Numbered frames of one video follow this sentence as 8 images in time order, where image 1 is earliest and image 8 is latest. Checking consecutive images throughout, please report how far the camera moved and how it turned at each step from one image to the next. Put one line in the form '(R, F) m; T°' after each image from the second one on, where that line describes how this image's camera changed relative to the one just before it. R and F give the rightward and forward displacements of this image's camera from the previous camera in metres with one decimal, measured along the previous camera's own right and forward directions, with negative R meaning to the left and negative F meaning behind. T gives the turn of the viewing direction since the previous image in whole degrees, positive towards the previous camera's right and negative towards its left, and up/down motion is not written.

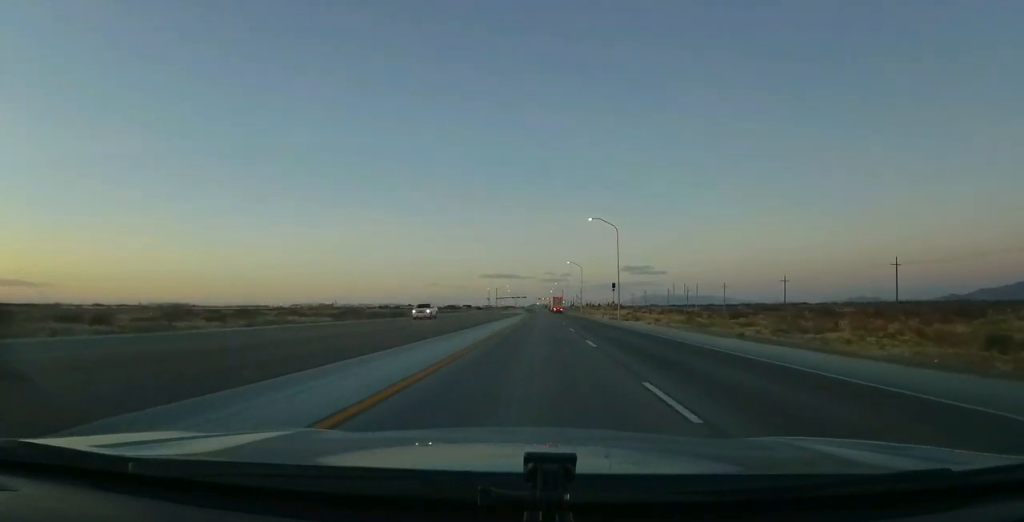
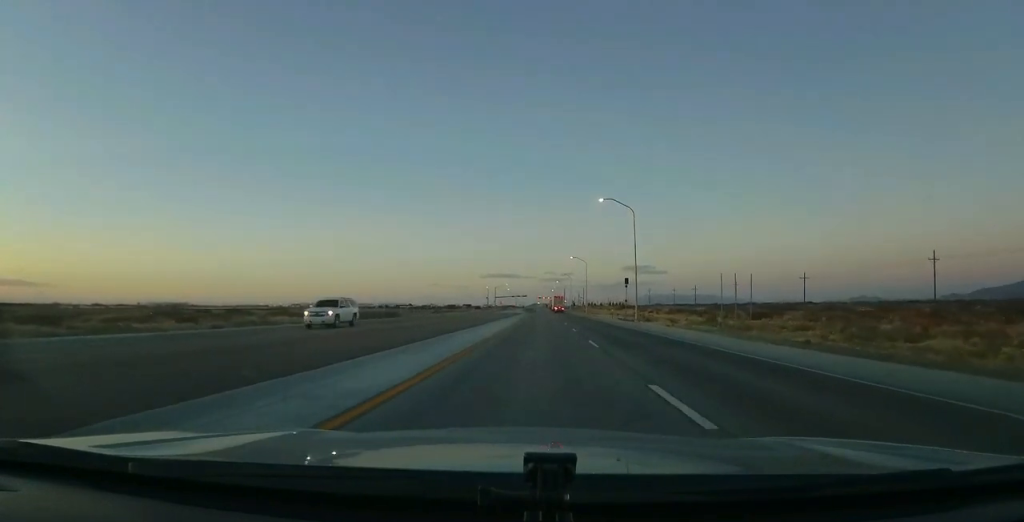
(+0.3, +12.3) m; 0°
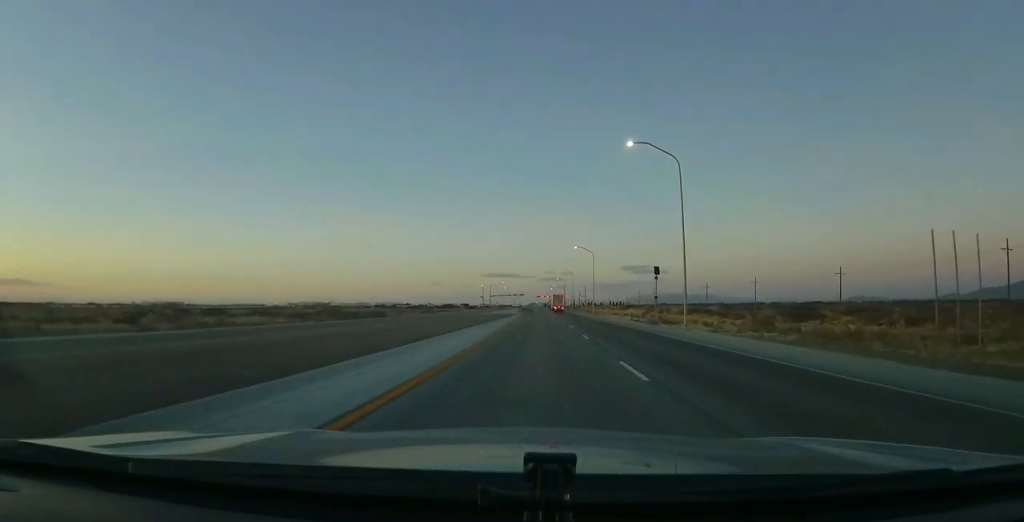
(-0.2, +20.2) m; -1°
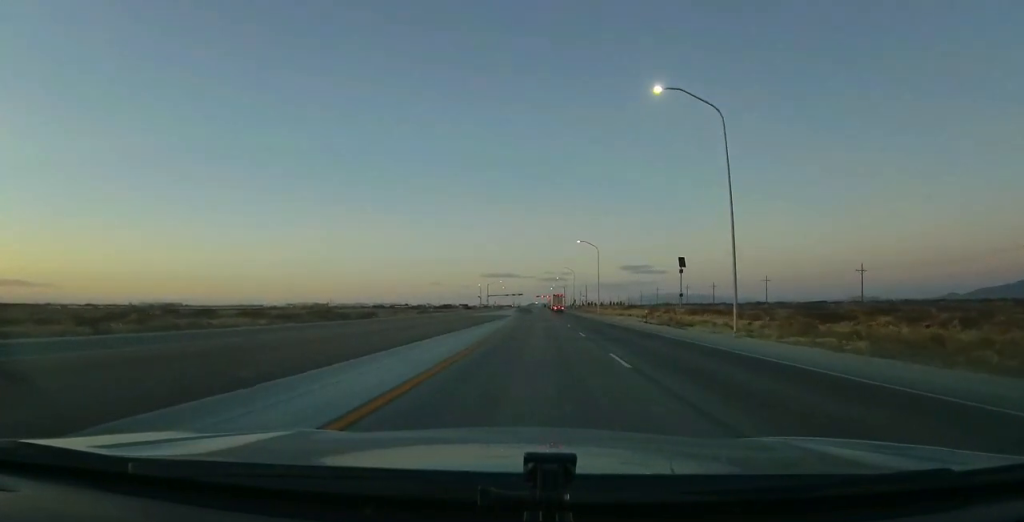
(-0.1, +10.1) m; 0°
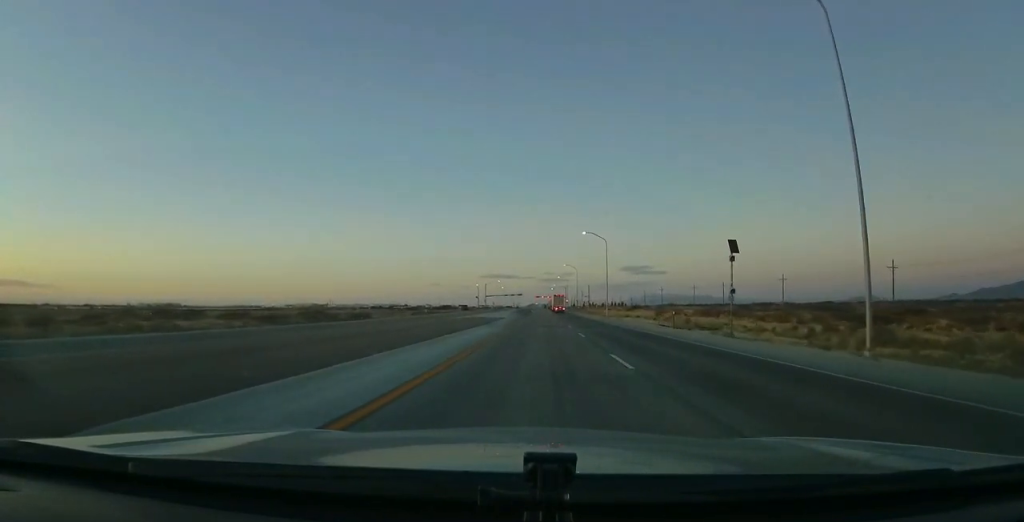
(0.0, +12.1) m; +1°
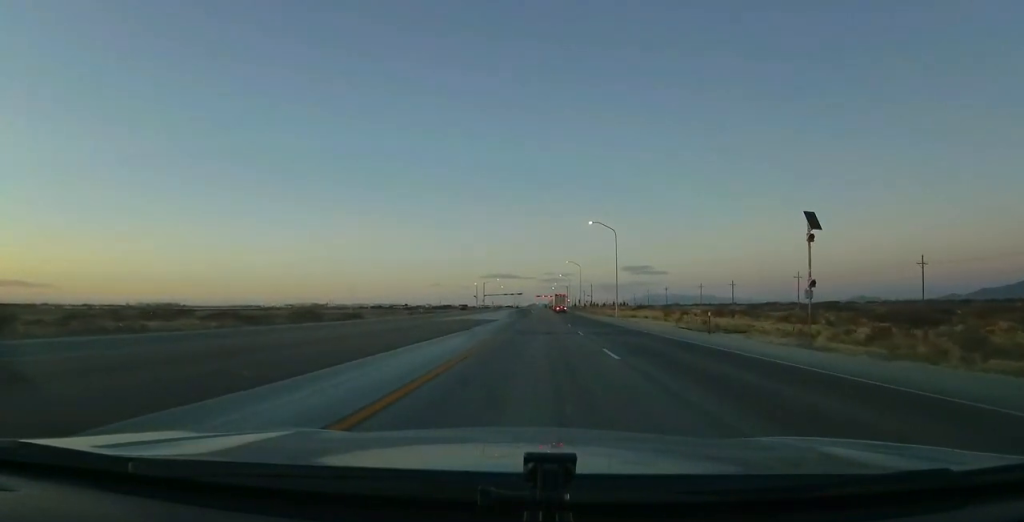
(0.0, +9.9) m; 0°
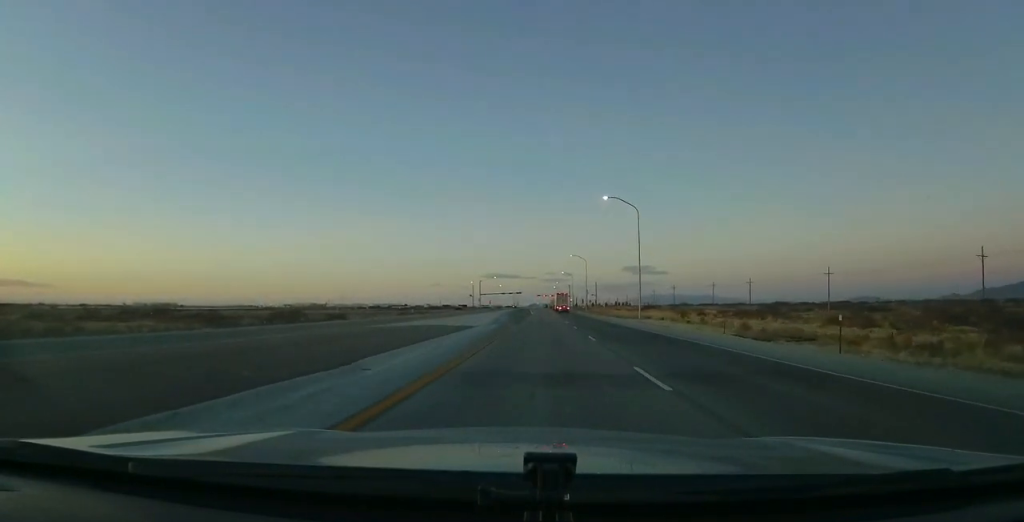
(+0.4, +16.9) m; 0°
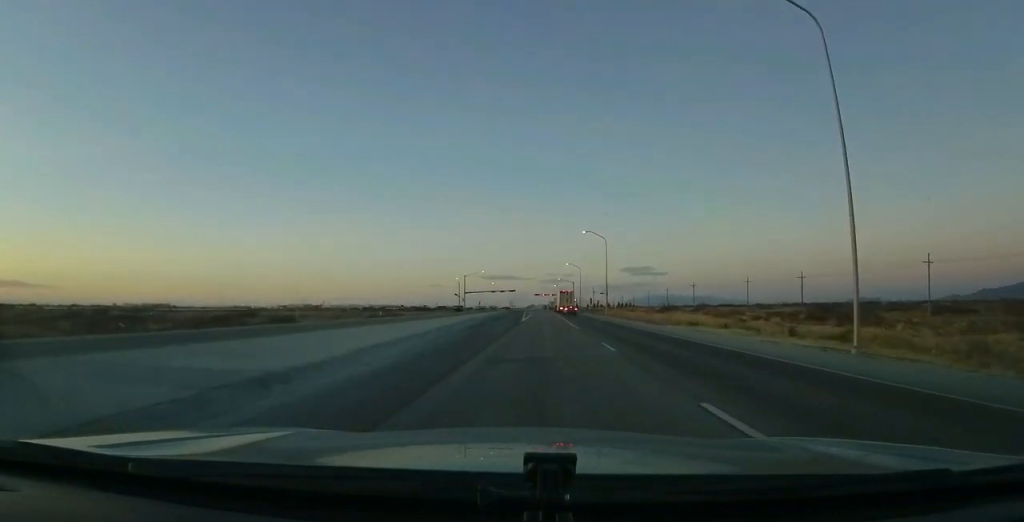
(-0.9, +40.6) m; -1°
